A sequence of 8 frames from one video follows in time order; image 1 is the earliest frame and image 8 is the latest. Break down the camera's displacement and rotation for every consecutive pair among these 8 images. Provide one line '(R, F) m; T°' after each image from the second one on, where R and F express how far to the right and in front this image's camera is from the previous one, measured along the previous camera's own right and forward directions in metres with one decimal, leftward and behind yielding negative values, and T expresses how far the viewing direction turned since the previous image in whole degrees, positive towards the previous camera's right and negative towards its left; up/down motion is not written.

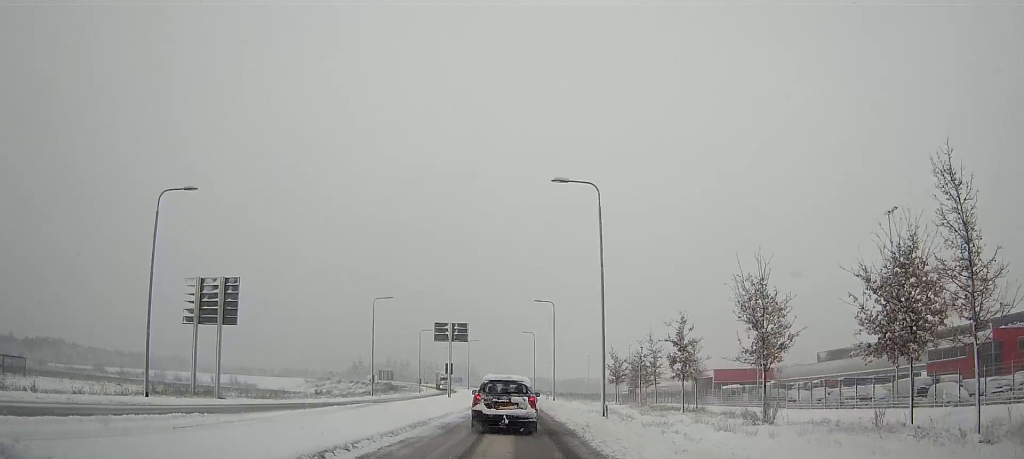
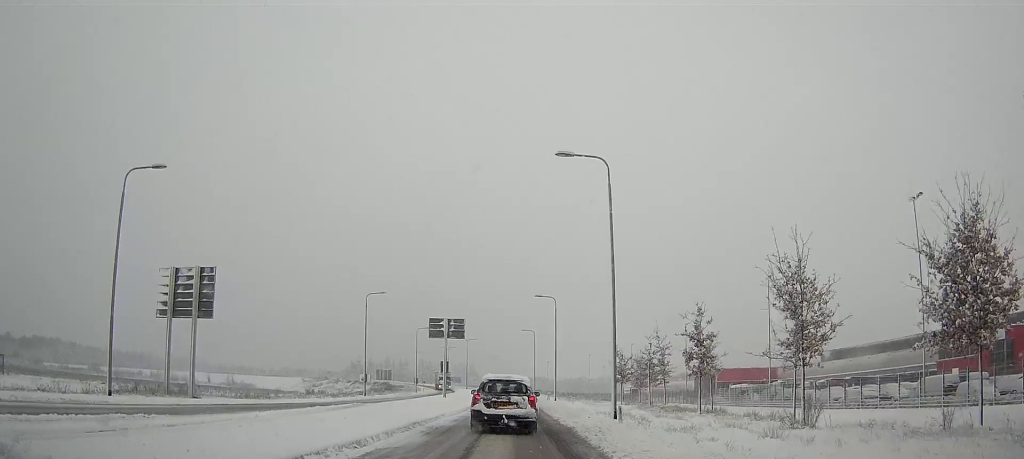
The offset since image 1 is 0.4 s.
(+0.4, +3.5) m; -1°
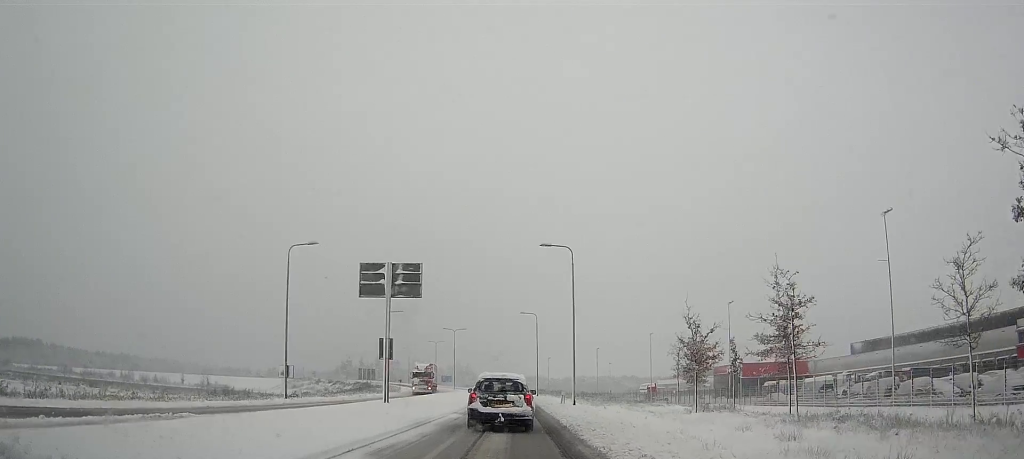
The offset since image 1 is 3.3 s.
(-3.1, +24.3) m; -11°
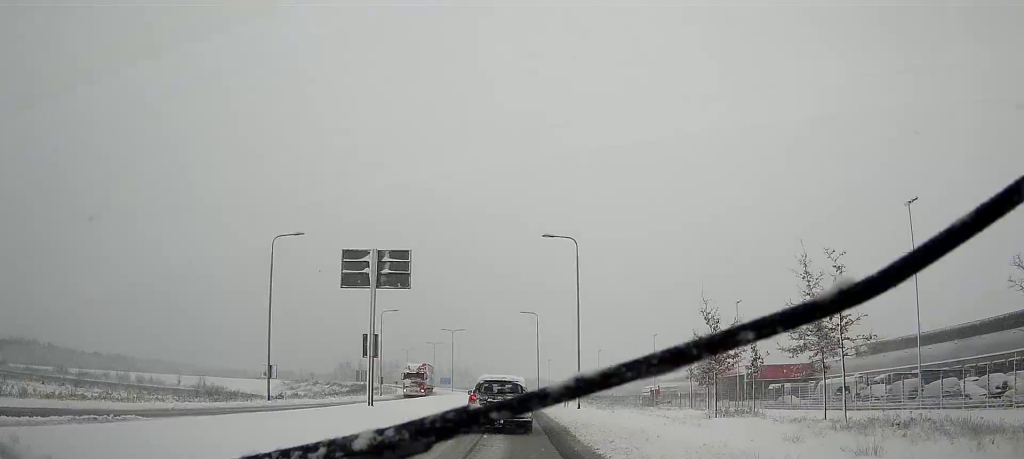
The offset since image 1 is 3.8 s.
(0.0, +3.4) m; +1°
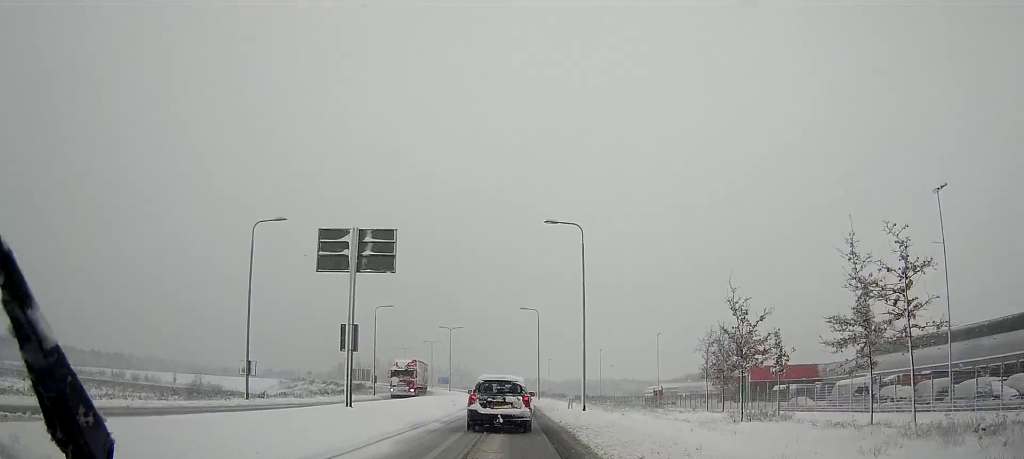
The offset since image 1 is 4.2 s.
(0.0, +3.6) m; +1°
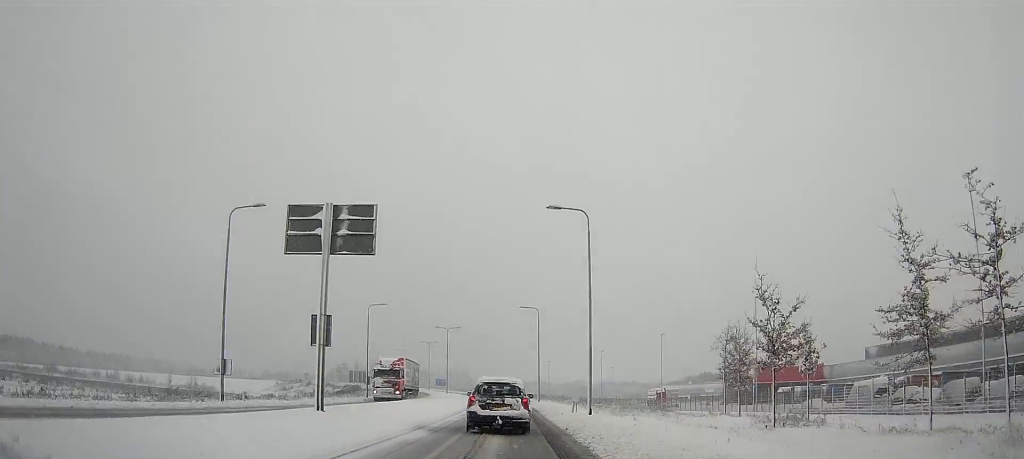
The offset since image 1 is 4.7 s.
(+0.1, +3.6) m; +1°
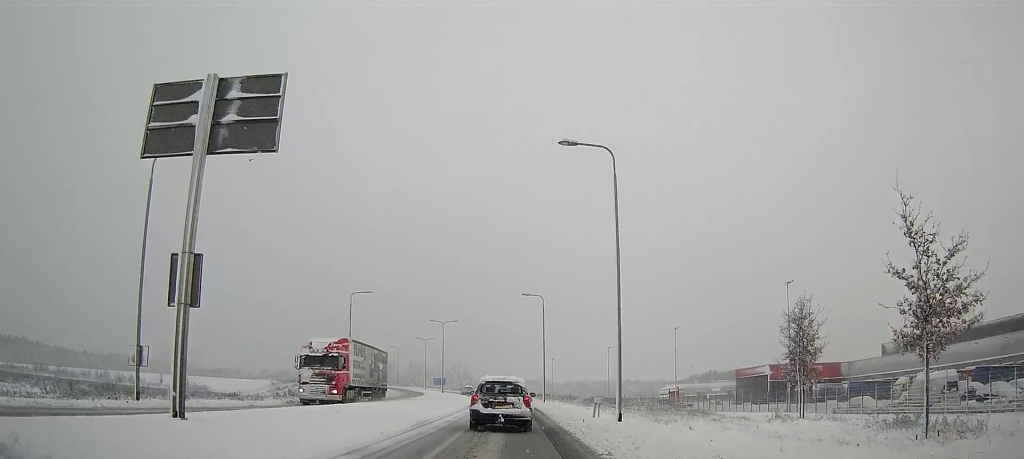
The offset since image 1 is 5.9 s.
(+0.1, +9.2) m; 0°
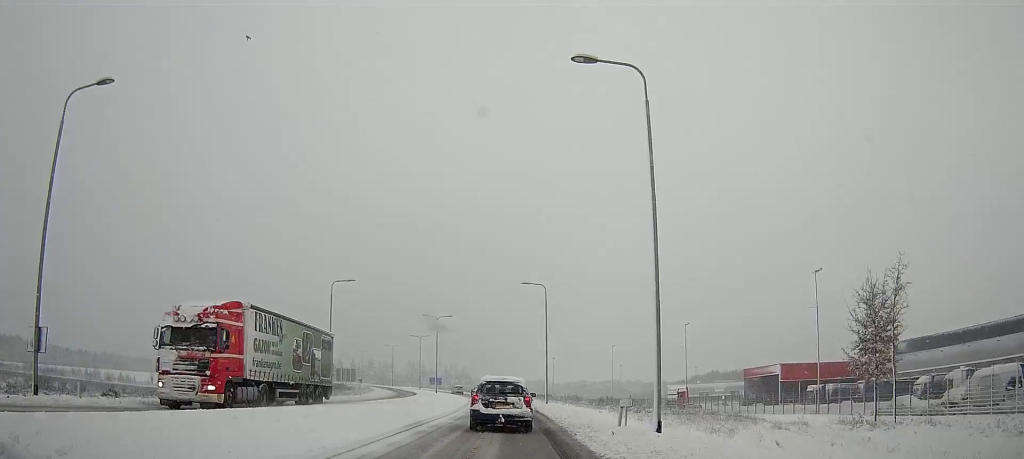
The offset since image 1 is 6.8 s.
(0.0, +7.2) m; 0°
